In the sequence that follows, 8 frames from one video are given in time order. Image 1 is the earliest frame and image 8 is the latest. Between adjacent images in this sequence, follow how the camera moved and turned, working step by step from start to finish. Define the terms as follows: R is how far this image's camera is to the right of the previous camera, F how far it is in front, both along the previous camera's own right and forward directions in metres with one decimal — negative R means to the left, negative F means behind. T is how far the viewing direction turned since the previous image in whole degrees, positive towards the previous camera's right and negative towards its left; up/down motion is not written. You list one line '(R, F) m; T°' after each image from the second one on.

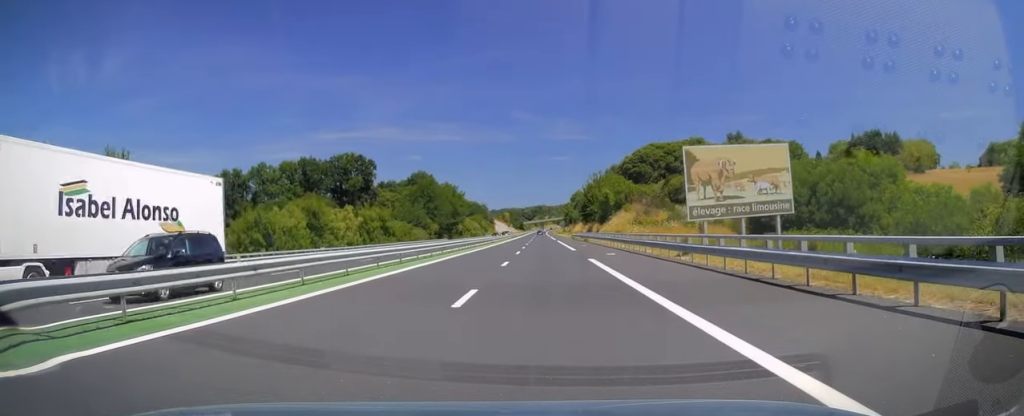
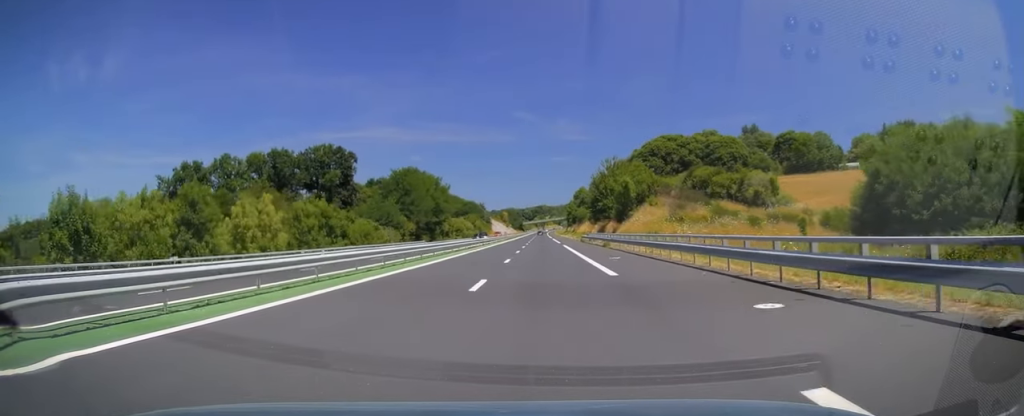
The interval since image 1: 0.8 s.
(-0.1, +22.6) m; 0°
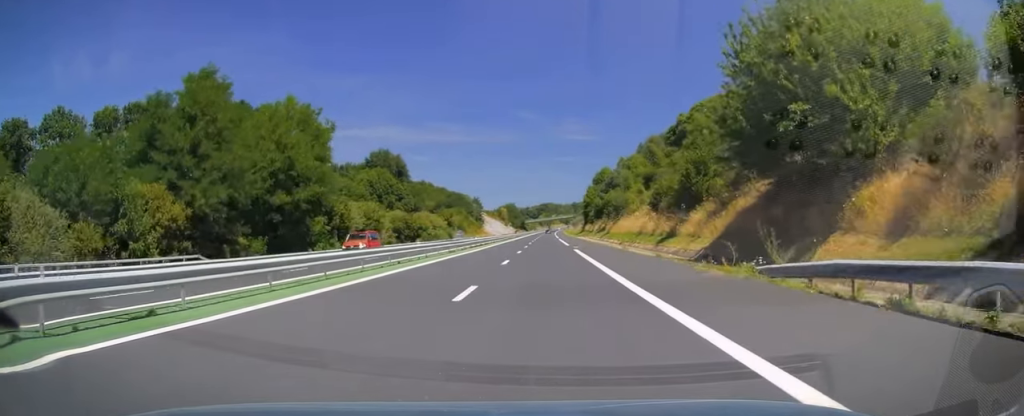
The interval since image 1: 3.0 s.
(-0.1, +67.5) m; 0°
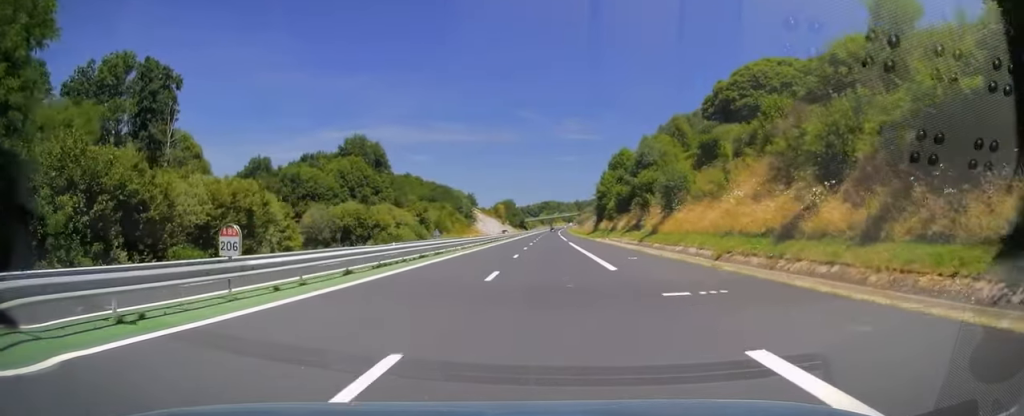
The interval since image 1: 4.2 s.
(-0.2, +34.5) m; -1°
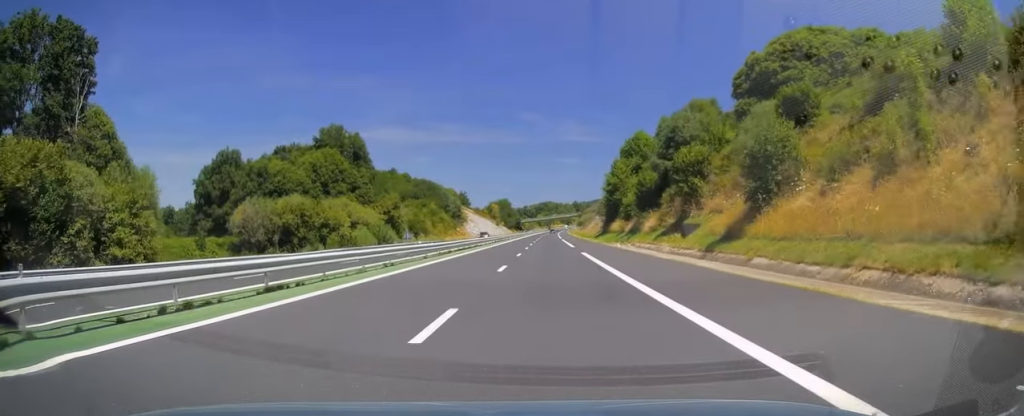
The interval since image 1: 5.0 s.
(-0.1, +22.2) m; 0°
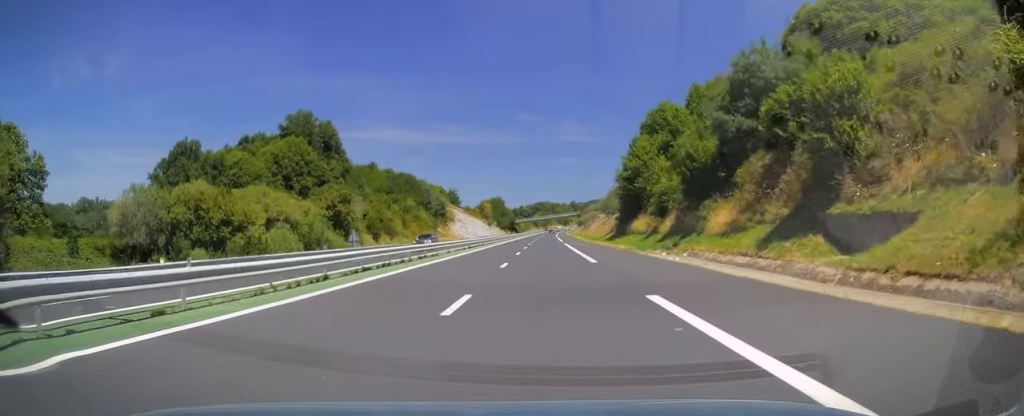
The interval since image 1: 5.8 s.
(+0.2, +23.6) m; 0°
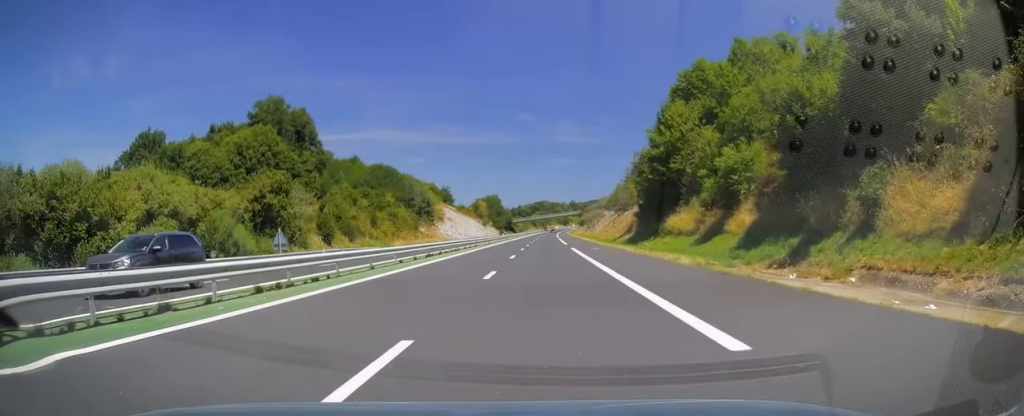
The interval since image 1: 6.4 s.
(0.0, +18.7) m; 0°
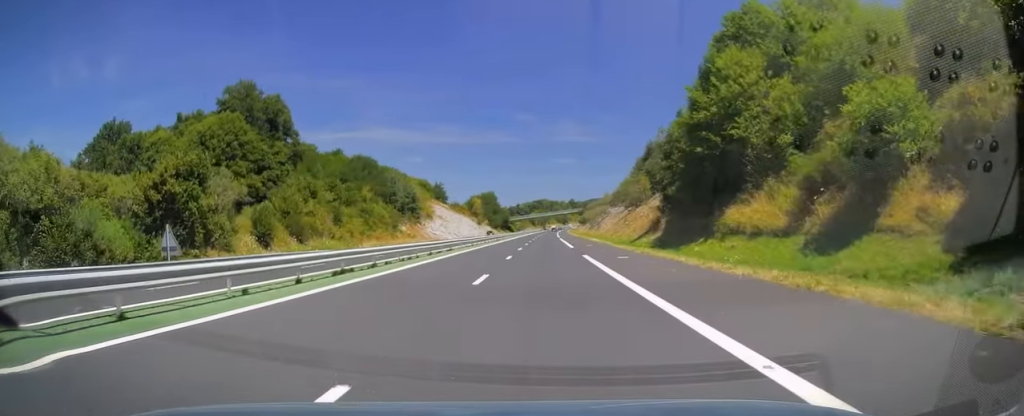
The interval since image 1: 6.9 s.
(0.0, +15.3) m; 0°
